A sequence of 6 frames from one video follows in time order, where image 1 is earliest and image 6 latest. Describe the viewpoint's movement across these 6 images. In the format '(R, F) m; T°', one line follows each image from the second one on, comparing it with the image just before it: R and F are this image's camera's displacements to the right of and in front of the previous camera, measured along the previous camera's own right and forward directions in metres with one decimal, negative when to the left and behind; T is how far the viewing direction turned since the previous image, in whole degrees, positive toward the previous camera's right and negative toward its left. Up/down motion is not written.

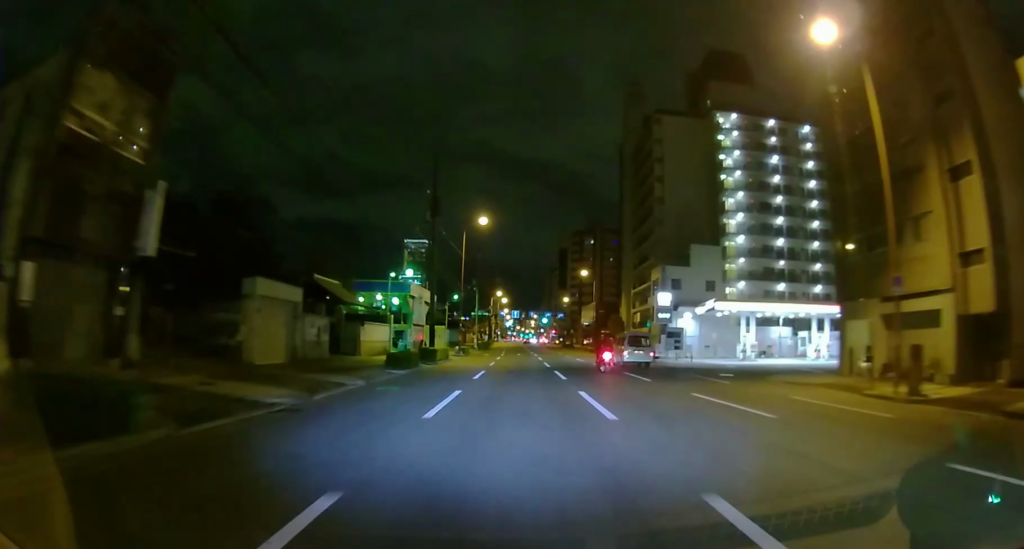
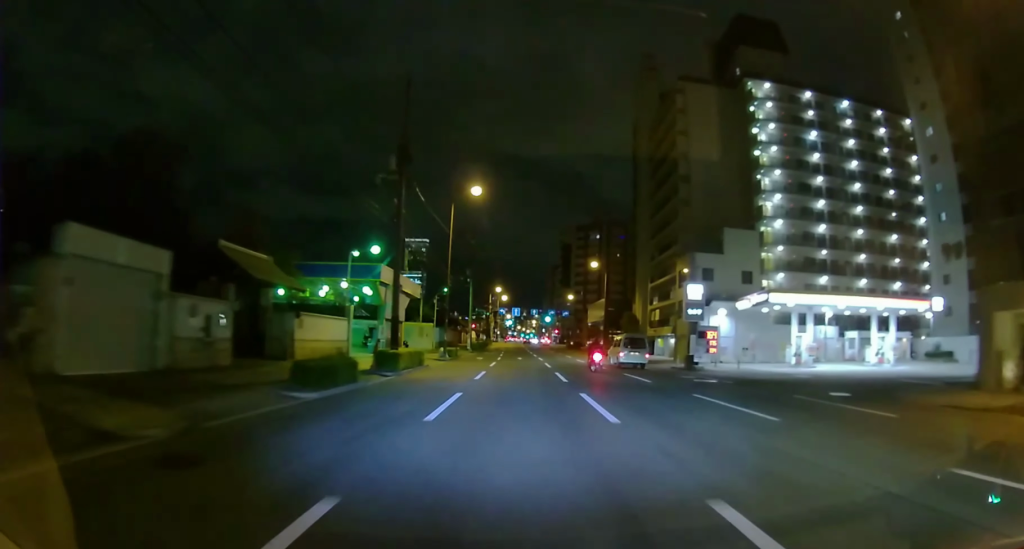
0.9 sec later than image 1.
(0.0, +9.8) m; 0°
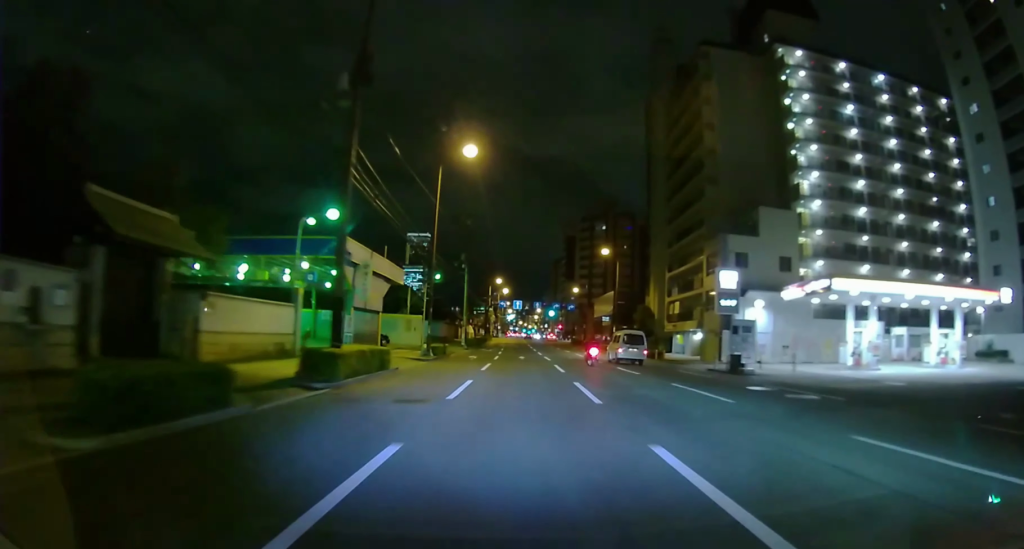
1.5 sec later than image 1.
(0.0, +7.7) m; 0°
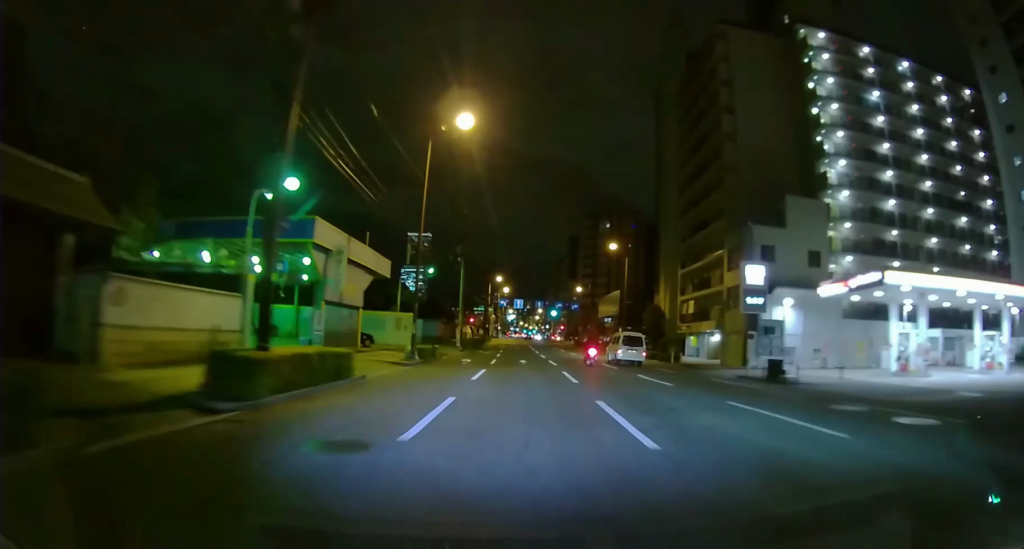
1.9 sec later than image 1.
(0.0, +4.6) m; 0°
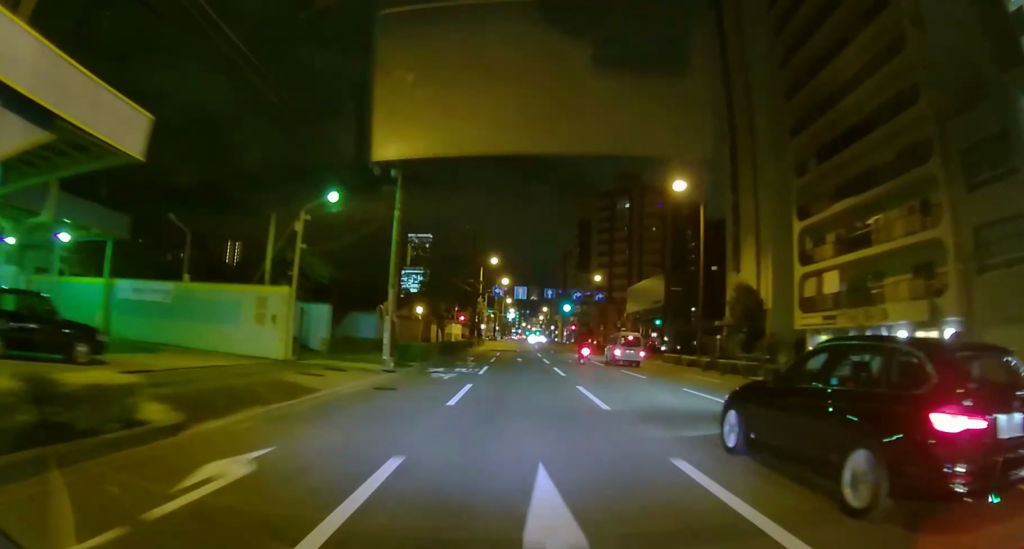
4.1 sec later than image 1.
(+0.2, +25.7) m; 0°
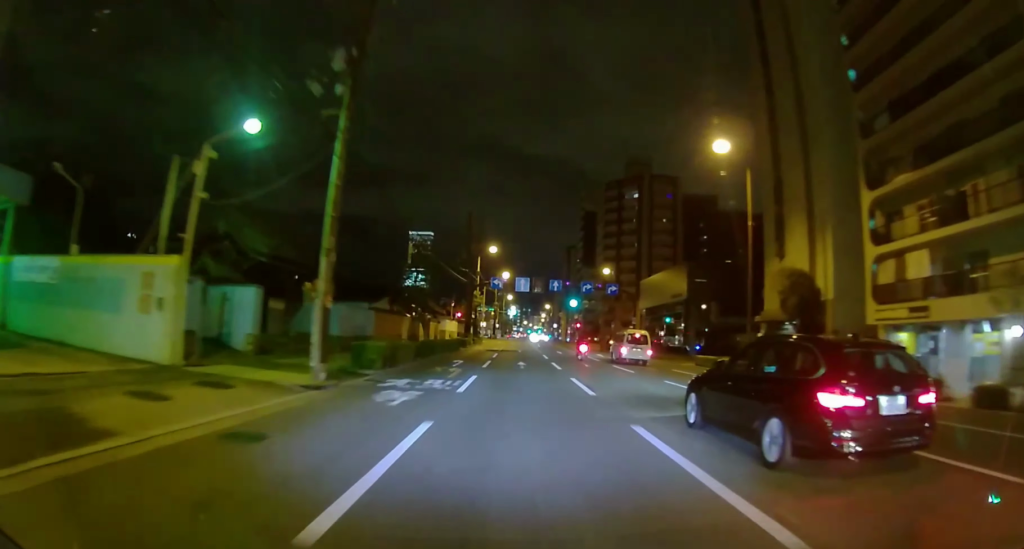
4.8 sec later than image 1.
(0.0, +7.9) m; -1°
